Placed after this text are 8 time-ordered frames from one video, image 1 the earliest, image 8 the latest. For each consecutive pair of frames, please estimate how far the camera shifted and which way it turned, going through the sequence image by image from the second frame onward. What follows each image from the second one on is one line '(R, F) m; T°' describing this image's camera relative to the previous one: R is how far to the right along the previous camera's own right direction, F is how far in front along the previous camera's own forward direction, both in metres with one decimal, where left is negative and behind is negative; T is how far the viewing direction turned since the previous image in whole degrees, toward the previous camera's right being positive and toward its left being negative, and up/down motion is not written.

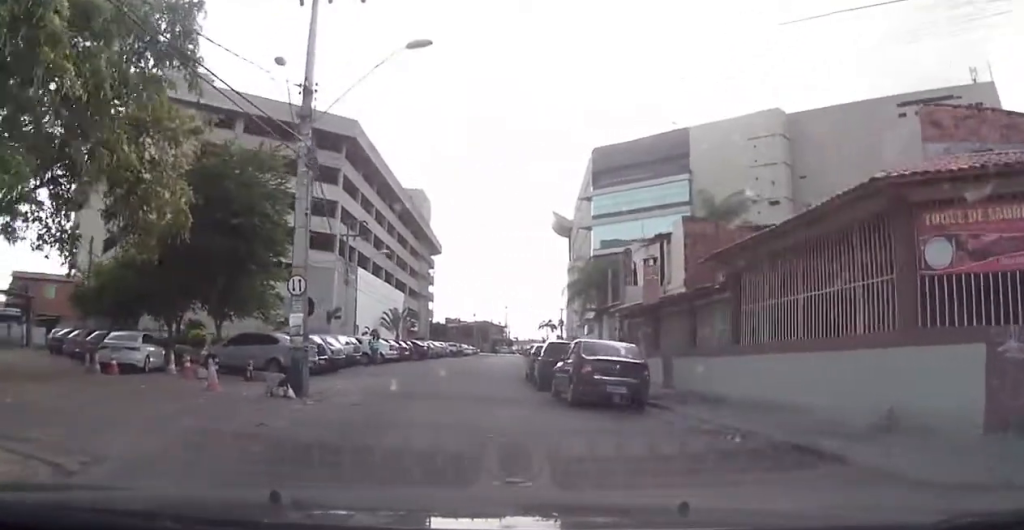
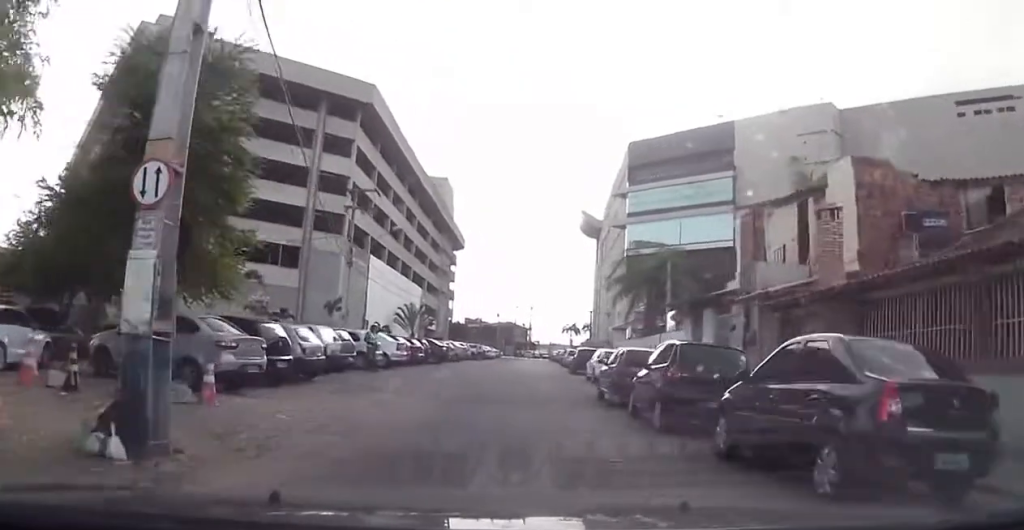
(-0.3, +9.7) m; -2°
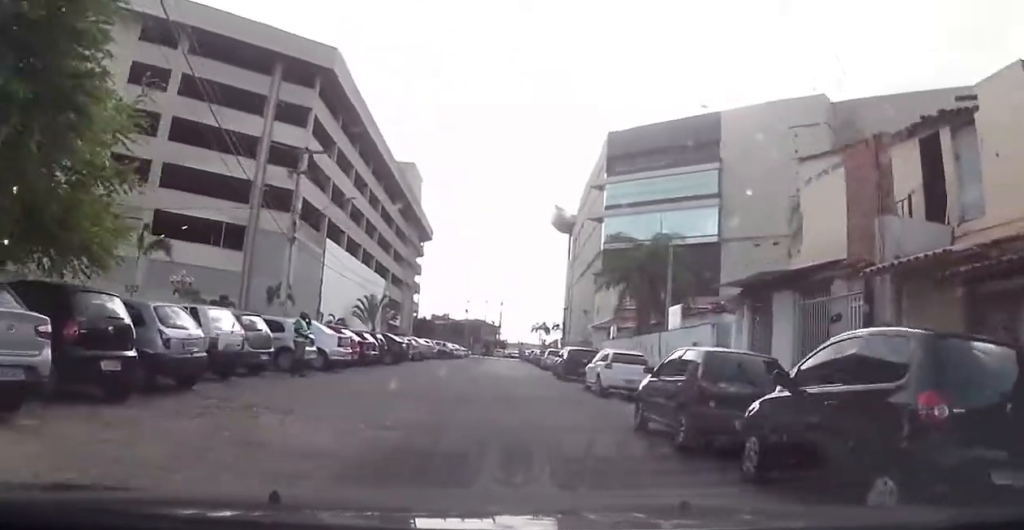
(+0.1, +6.9) m; 0°
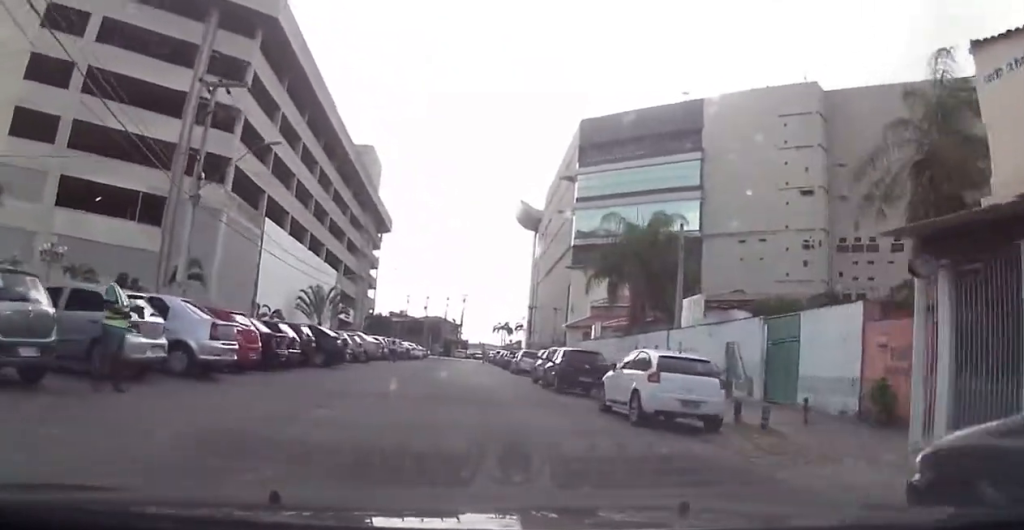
(-0.1, +8.4) m; +5°
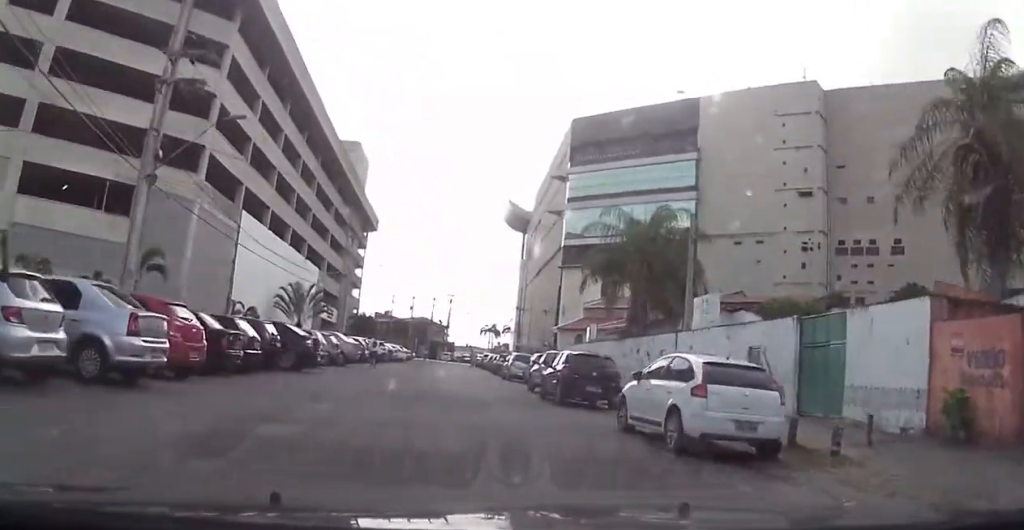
(+0.3, +3.1) m; +1°
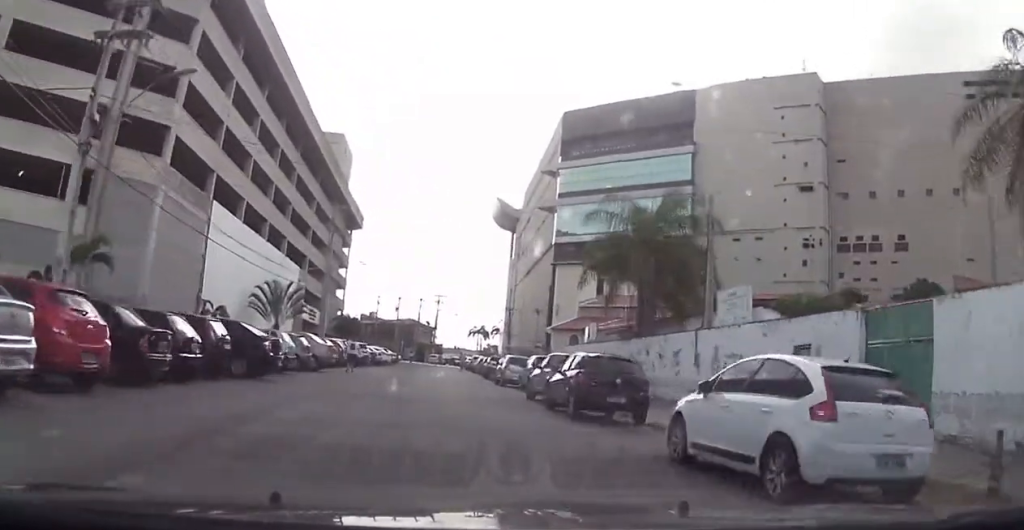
(+0.3, +3.8) m; +1°
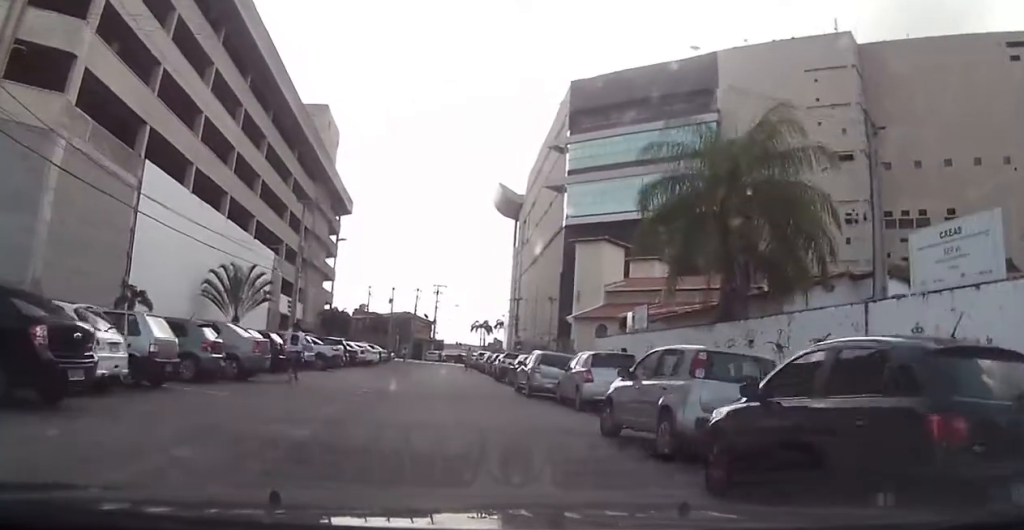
(-0.6, +11.1) m; -1°
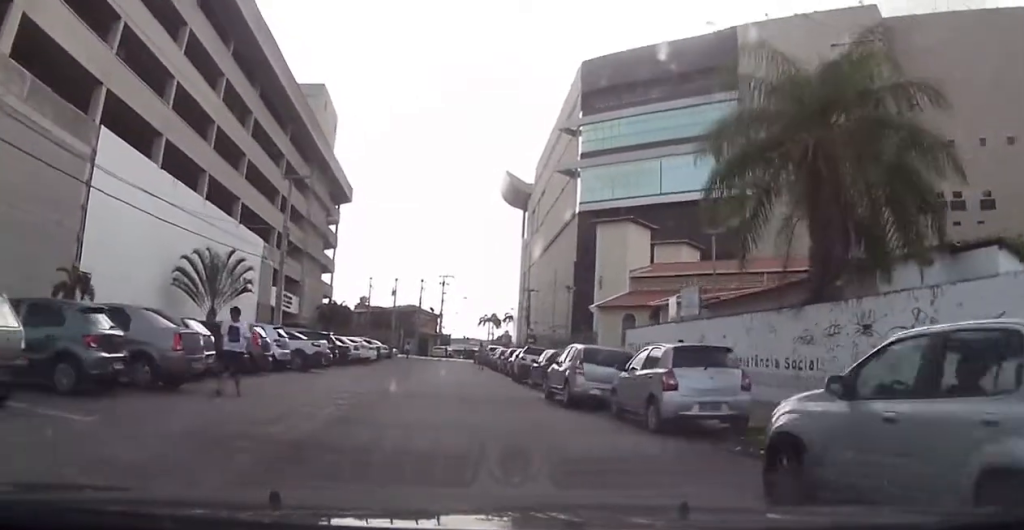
(+0.1, +5.9) m; 0°
